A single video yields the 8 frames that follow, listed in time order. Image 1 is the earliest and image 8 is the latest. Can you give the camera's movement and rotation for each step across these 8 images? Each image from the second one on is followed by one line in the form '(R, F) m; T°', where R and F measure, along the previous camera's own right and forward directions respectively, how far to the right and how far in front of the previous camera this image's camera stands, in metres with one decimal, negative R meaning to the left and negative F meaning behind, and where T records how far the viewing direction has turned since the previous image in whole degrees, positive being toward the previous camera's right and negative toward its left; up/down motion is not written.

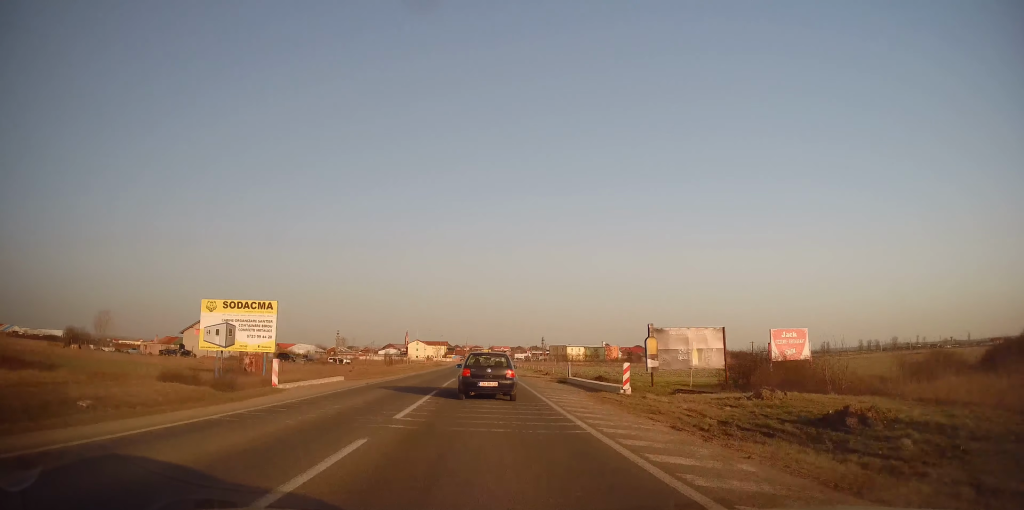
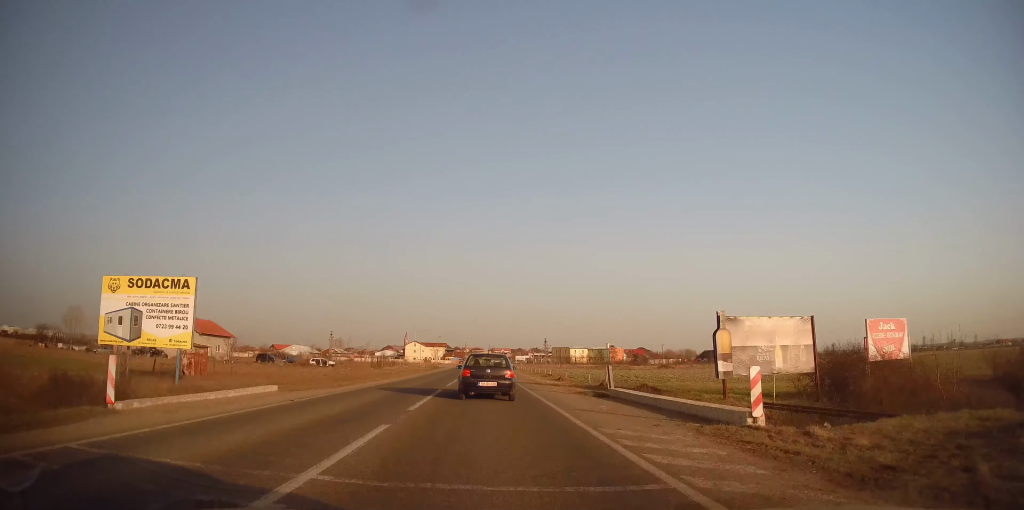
(-0.1, +10.2) m; 0°
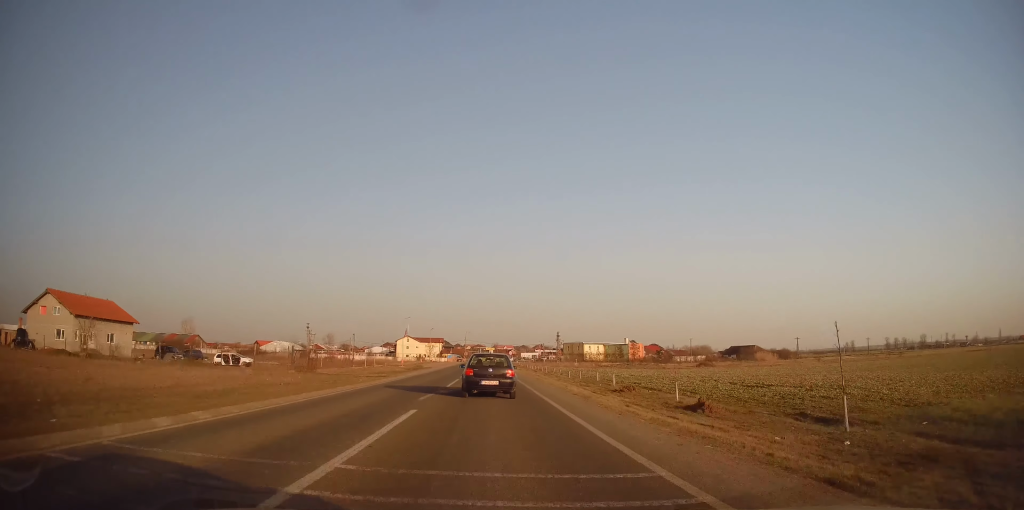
(+0.3, +32.2) m; 0°
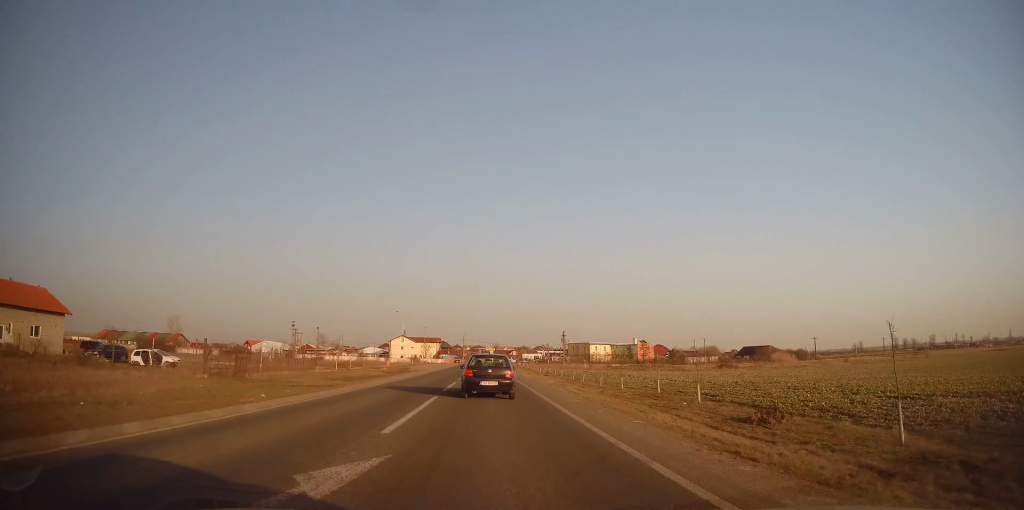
(-0.1, +14.3) m; 0°
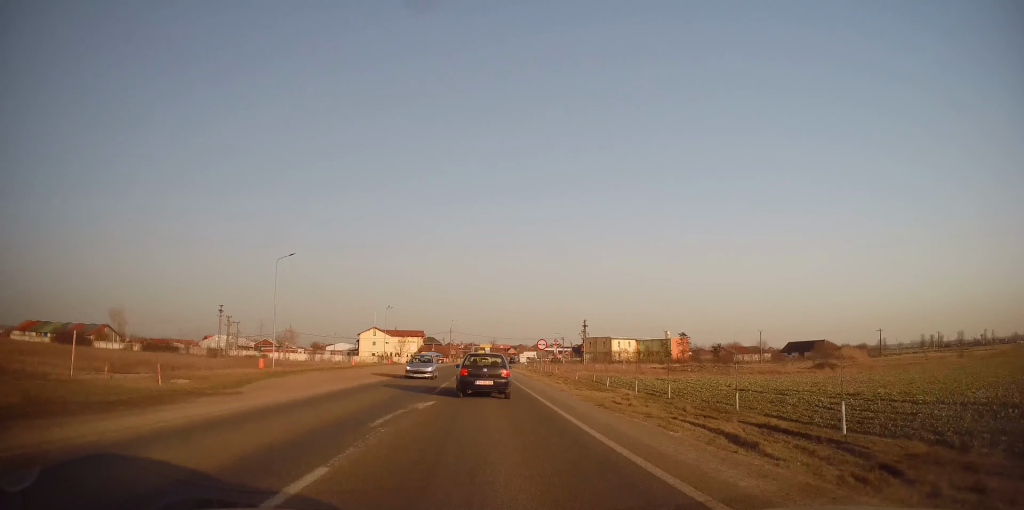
(+0.1, +47.1) m; 0°
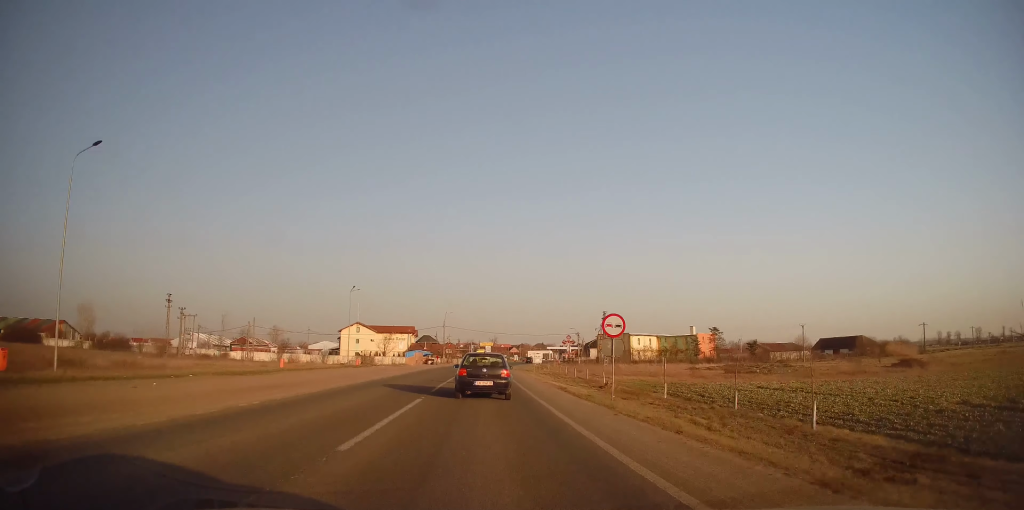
(0.0, +23.3) m; 0°
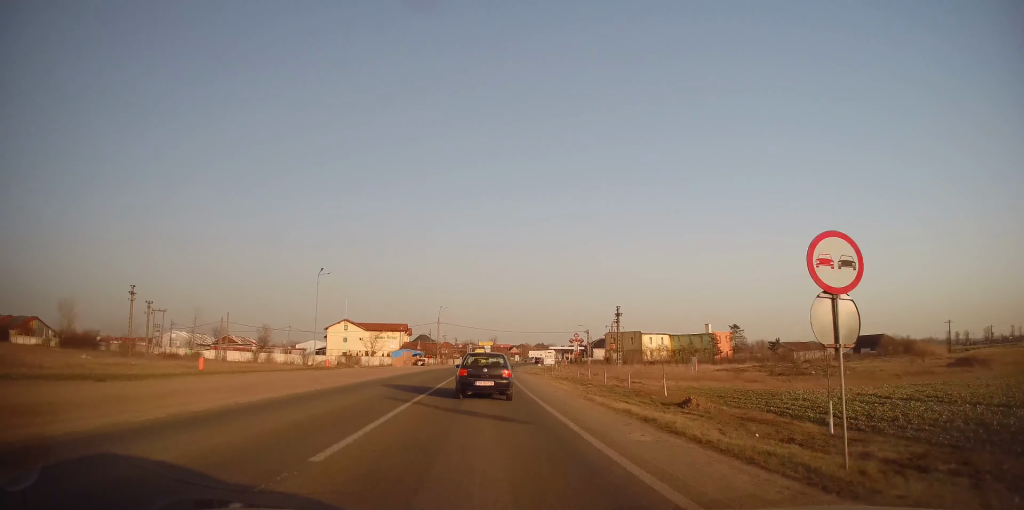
(0.0, +12.6) m; 0°
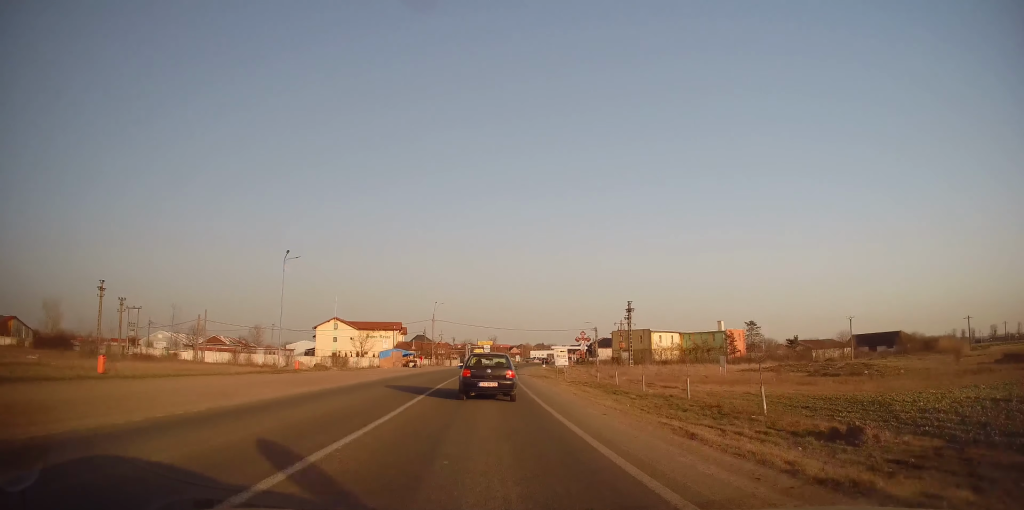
(0.0, +9.0) m; 0°
